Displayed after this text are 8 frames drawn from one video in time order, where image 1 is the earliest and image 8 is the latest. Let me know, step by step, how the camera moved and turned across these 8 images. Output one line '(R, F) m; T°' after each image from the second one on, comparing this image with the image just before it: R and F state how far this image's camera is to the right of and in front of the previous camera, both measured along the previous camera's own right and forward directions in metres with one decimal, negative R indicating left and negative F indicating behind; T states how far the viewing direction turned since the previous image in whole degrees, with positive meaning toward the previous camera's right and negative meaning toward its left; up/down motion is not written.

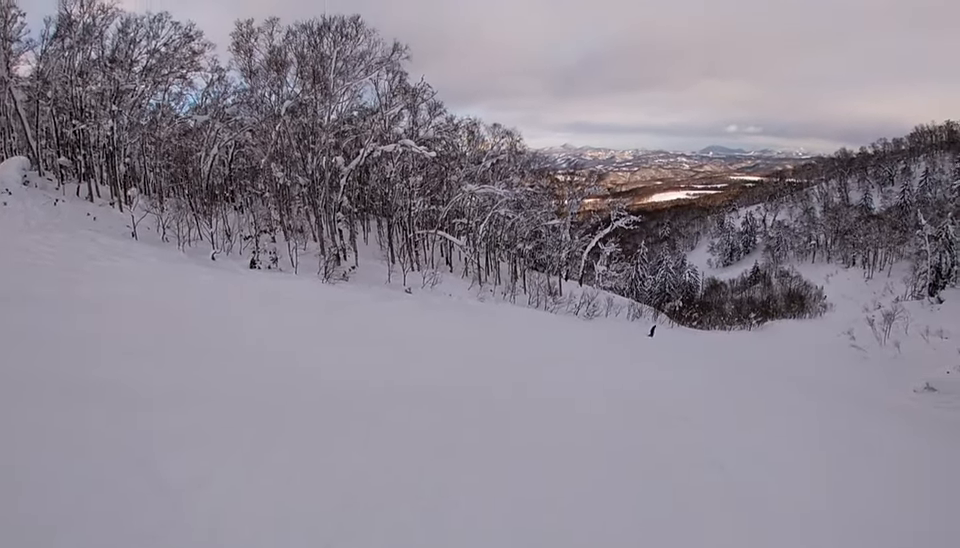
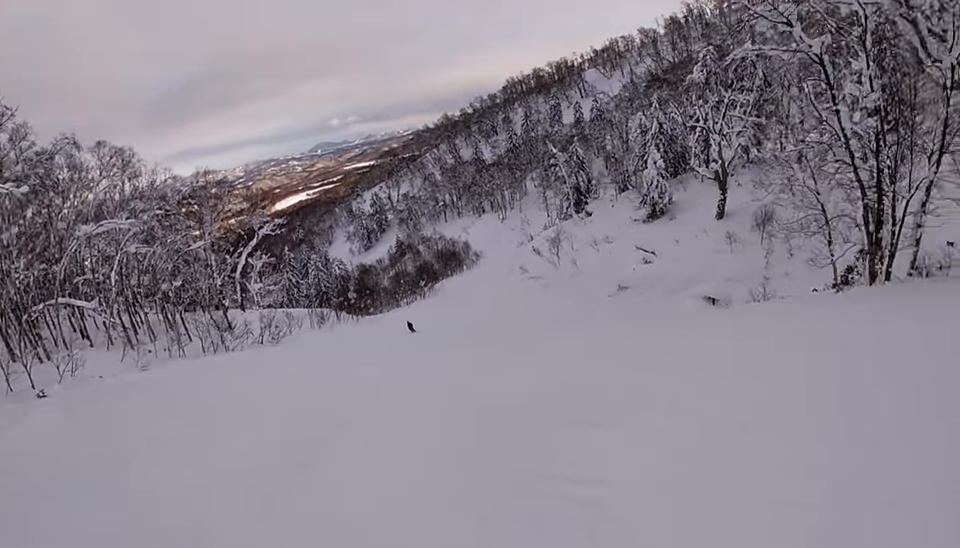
(+1.9, +6.4) m; +55°
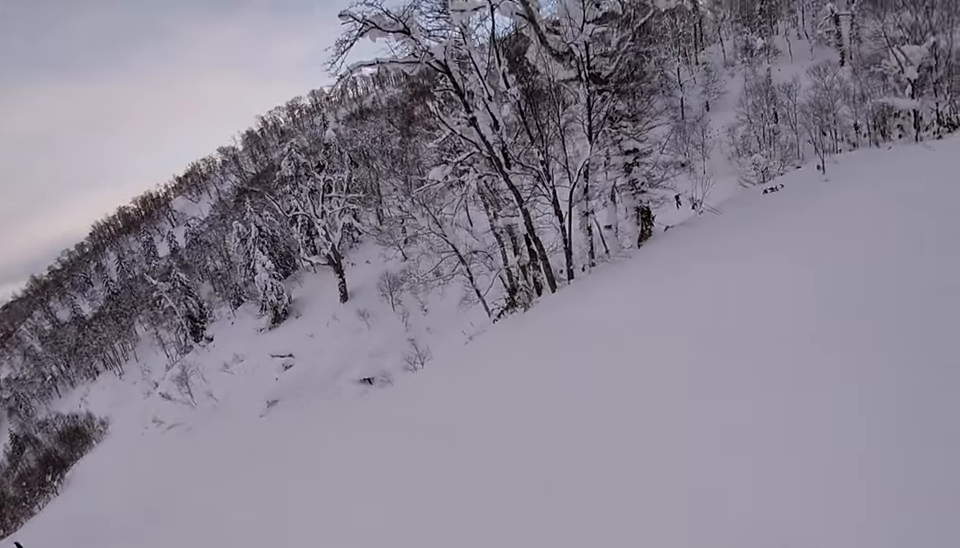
(+1.9, +4.1) m; +27°
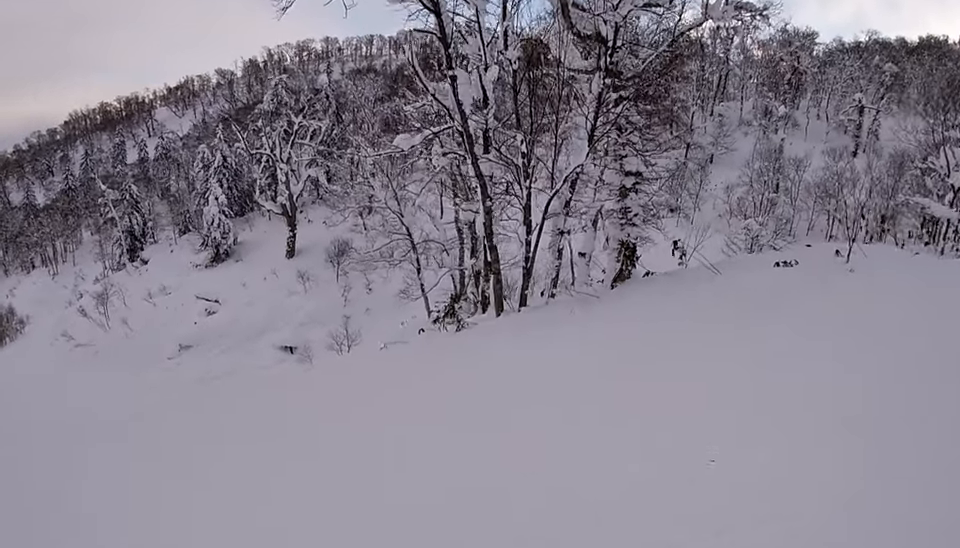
(+0.1, +3.8) m; -1°
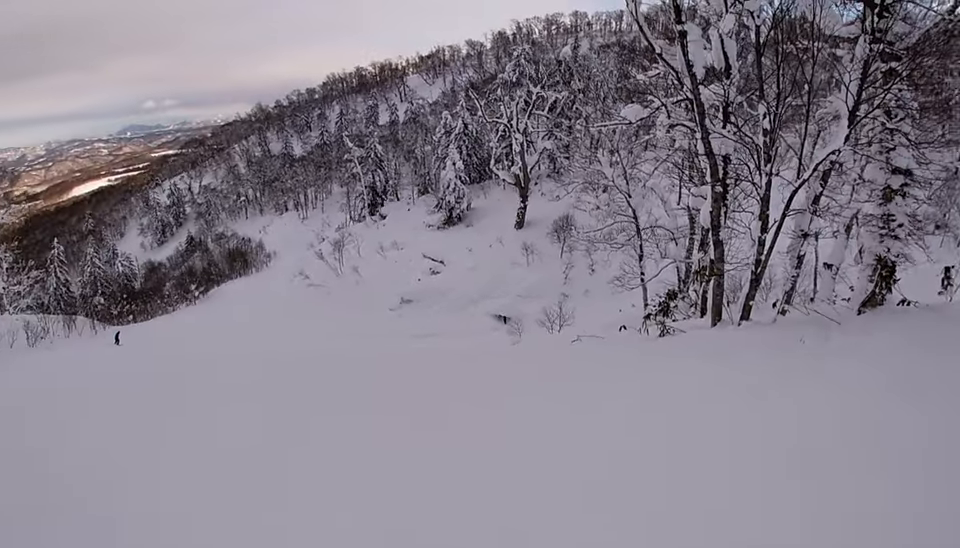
(0.0, +2.3) m; -8°
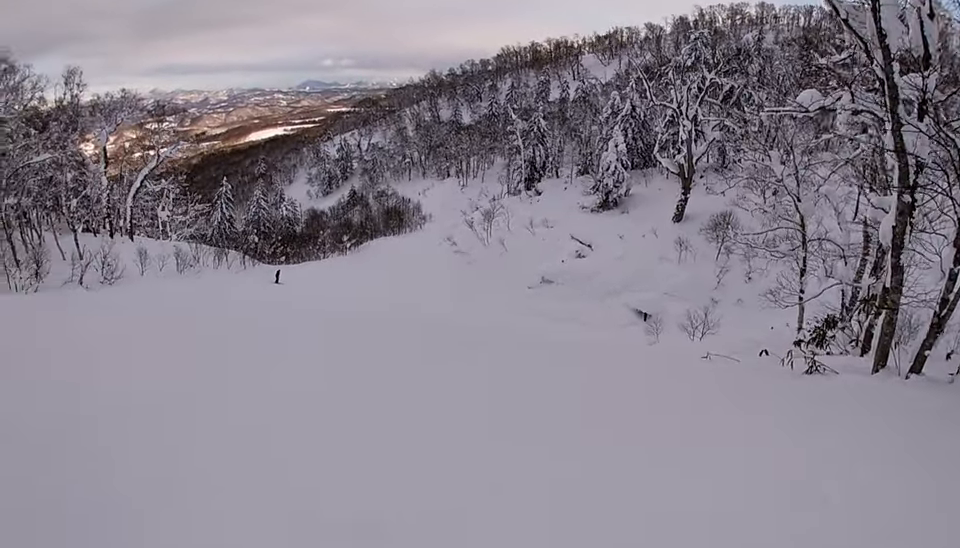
(0.0, +1.8) m; -25°
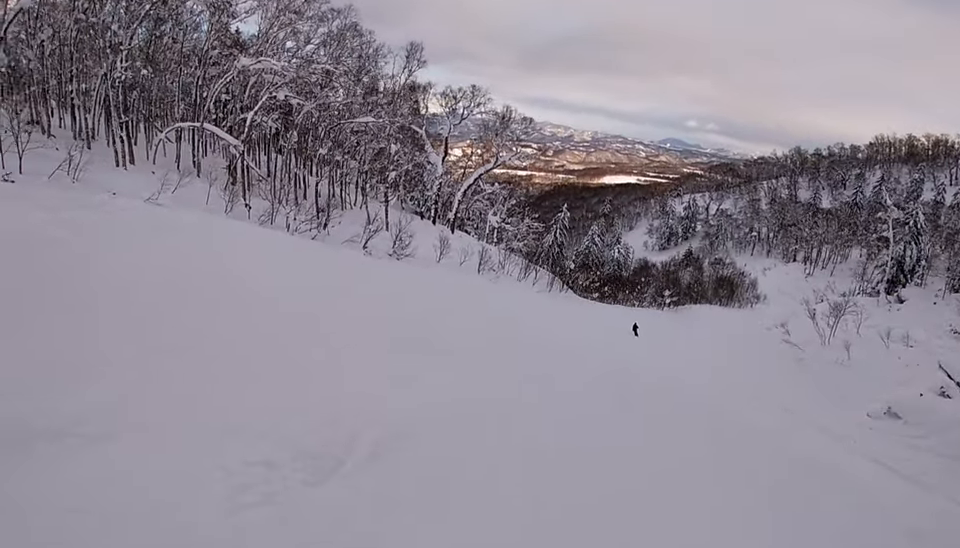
(-3.7, +4.1) m; -63°
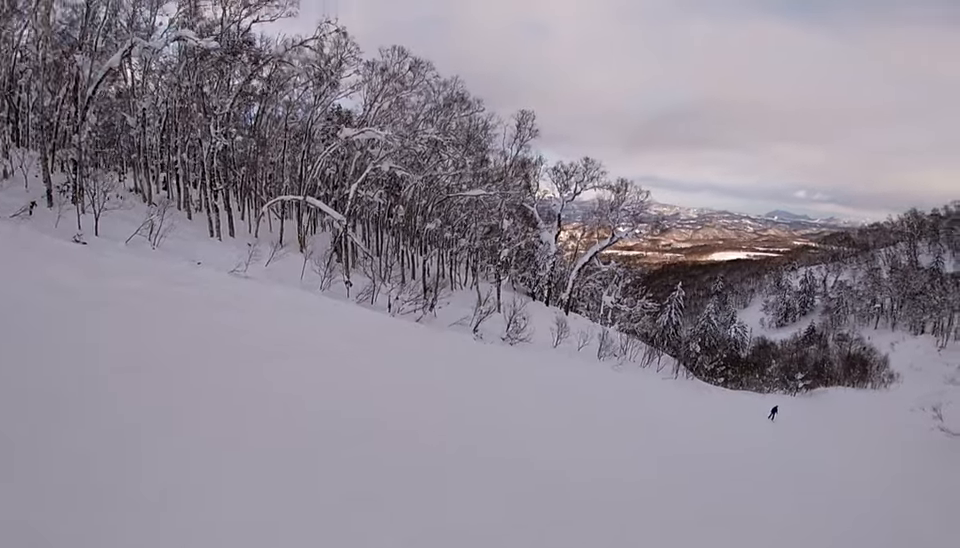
(-0.4, +3.6) m; -8°
